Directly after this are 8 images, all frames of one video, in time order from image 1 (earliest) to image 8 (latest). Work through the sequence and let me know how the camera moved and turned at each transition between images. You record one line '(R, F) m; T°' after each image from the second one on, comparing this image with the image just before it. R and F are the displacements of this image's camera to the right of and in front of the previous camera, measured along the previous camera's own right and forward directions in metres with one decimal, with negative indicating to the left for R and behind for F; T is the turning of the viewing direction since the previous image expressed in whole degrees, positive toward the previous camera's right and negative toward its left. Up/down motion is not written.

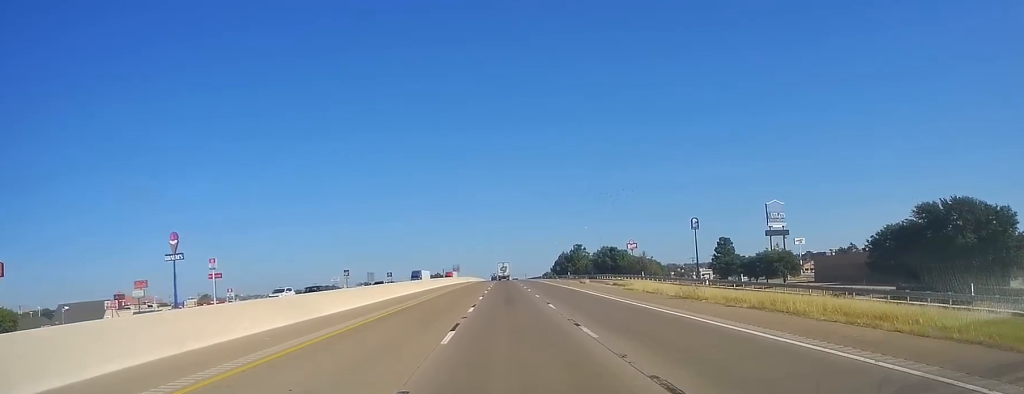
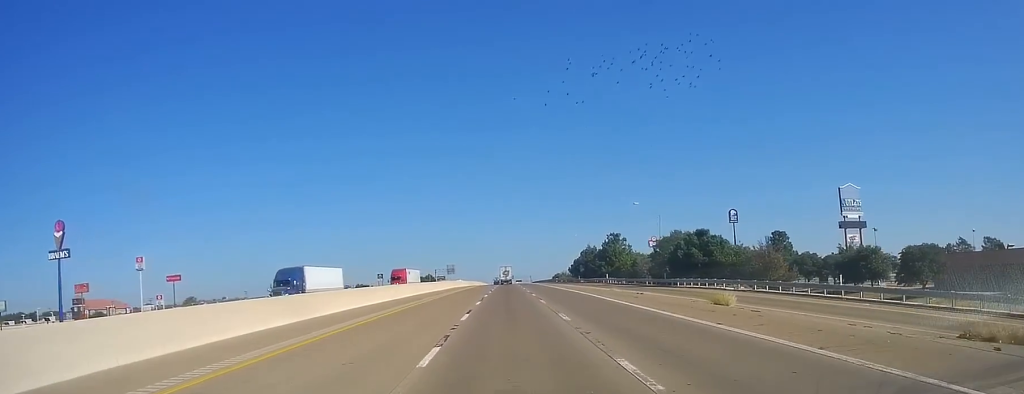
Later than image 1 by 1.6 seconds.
(-0.1, +52.3) m; +1°
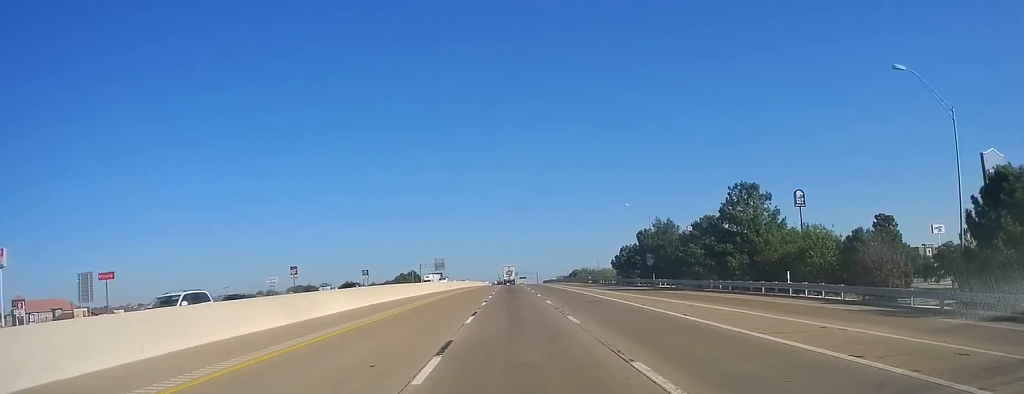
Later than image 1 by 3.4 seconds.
(0.0, +62.1) m; 0°
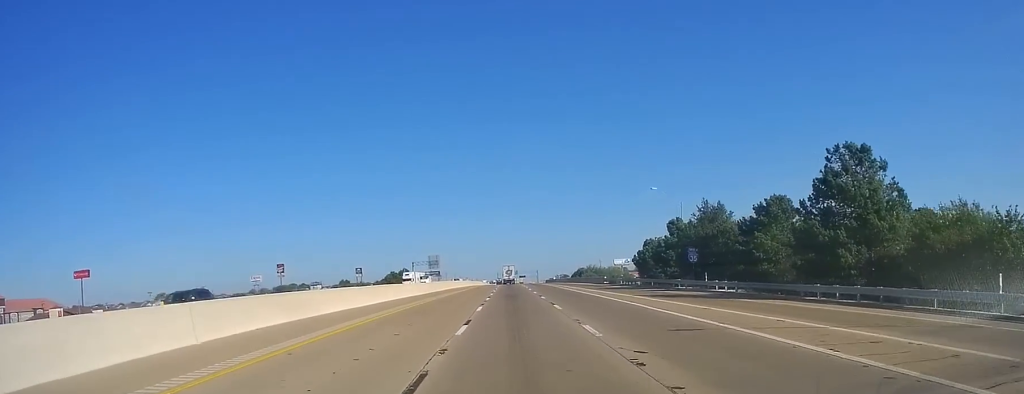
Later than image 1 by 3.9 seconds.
(-0.2, +17.2) m; 0°
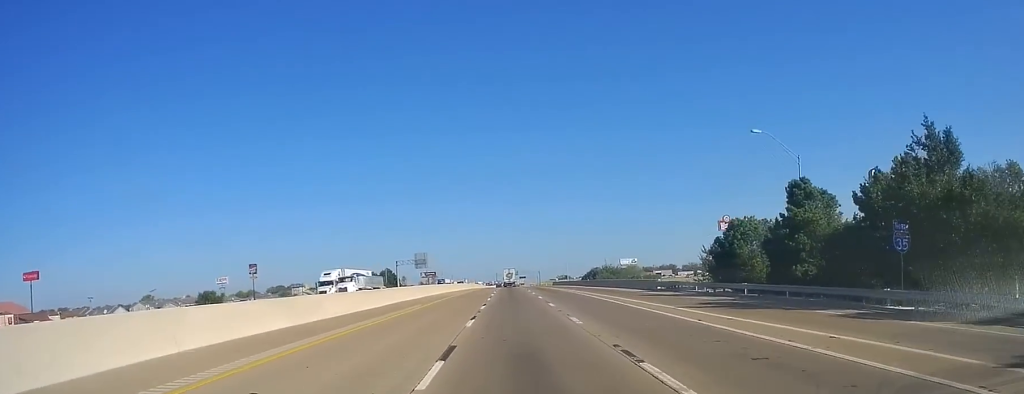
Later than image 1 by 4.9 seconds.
(+0.4, +31.6) m; +1°
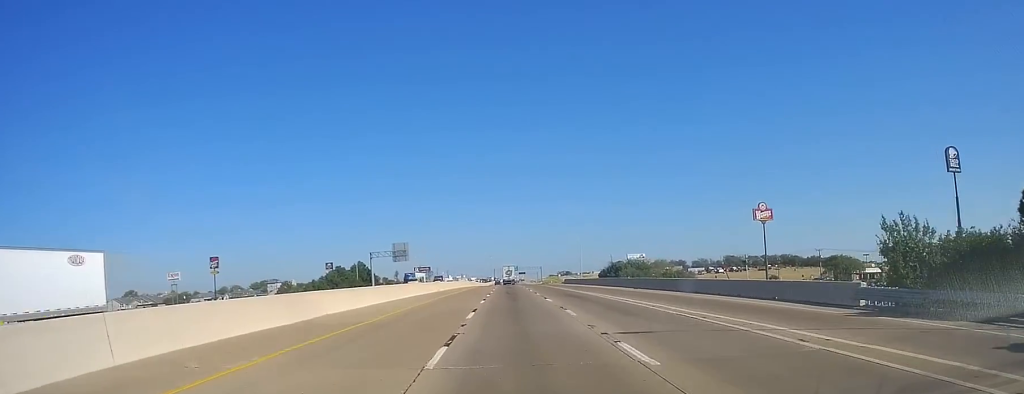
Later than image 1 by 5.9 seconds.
(0.0, +34.5) m; 0°
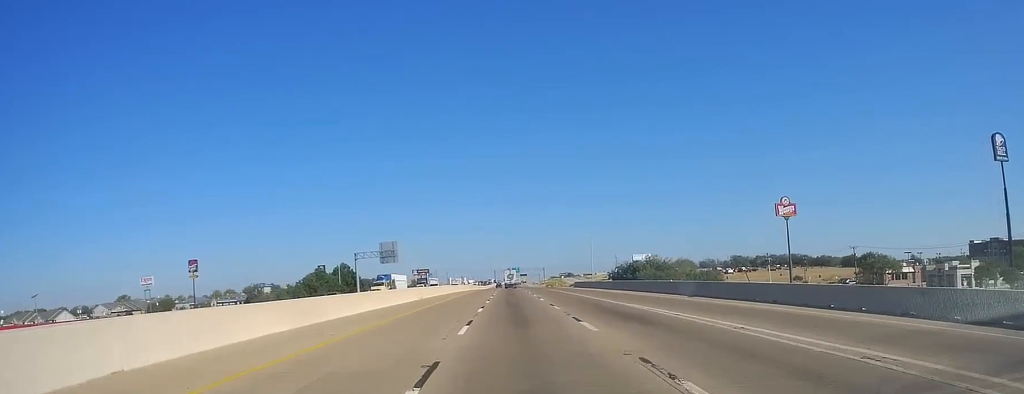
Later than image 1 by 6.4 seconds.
(0.0, +16.8) m; -1°
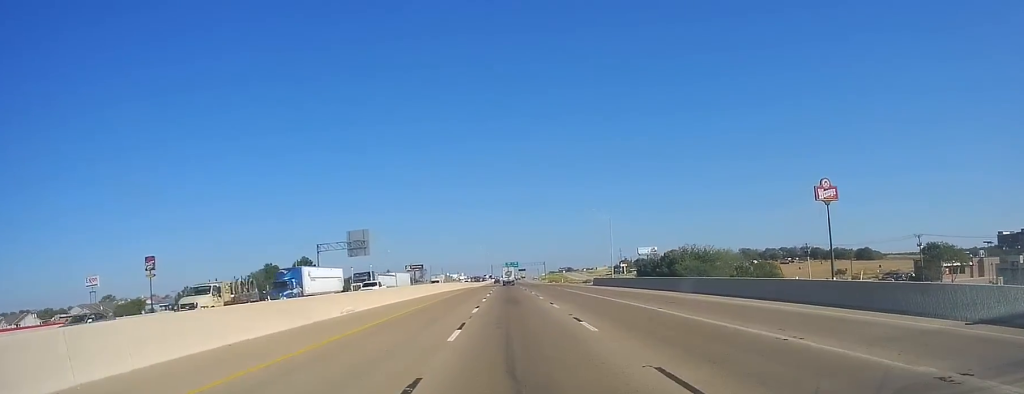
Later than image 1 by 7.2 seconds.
(-0.2, +26.4) m; -1°
